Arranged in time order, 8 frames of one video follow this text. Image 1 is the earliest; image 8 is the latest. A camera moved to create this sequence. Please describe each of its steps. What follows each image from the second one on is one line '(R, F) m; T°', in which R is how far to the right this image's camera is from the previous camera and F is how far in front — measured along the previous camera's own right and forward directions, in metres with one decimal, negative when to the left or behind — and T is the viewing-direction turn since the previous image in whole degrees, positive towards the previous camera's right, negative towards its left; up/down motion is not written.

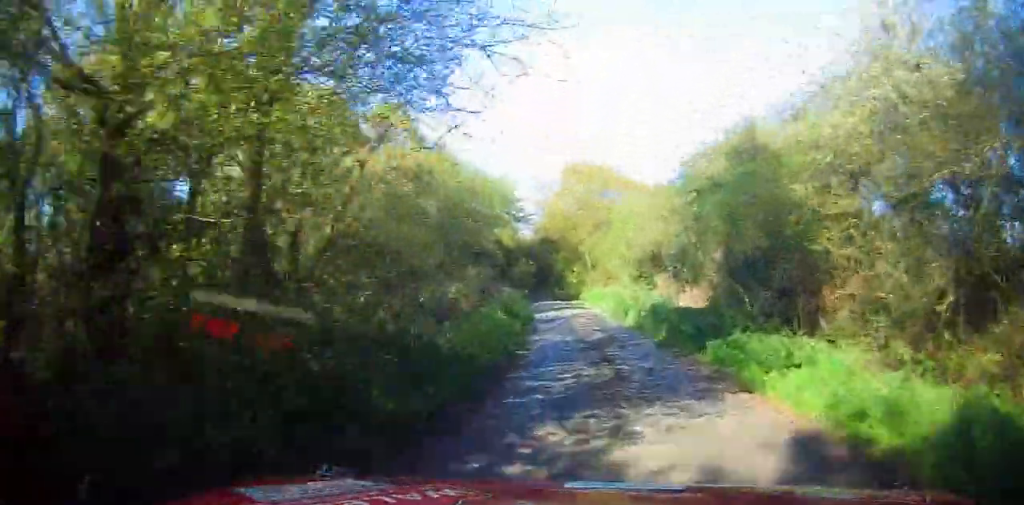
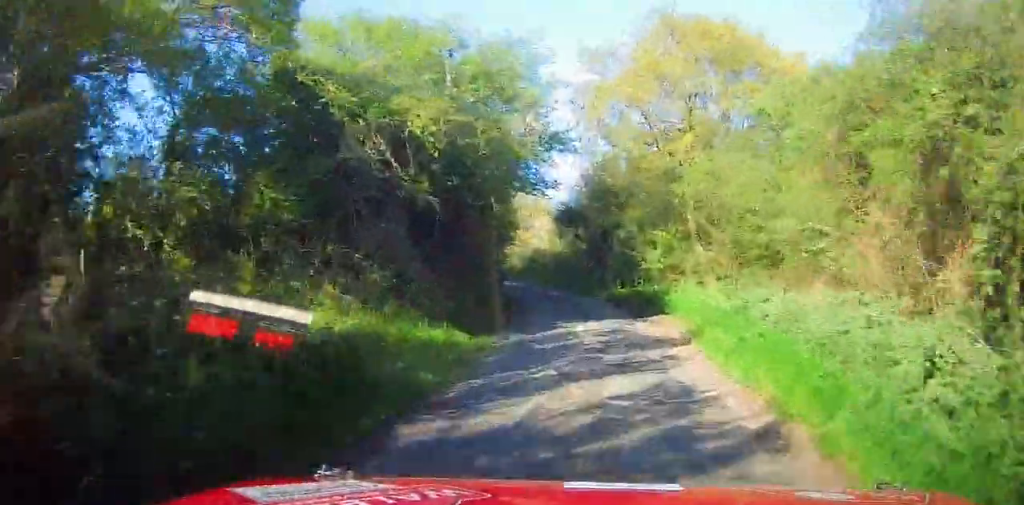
(-1.0, +24.0) m; -8°
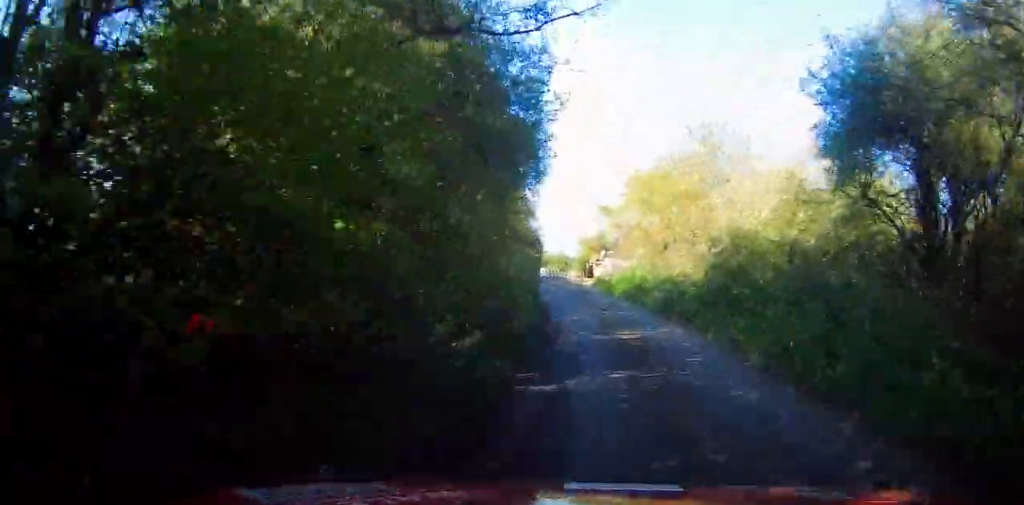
(-2.6, +24.4) m; -16°
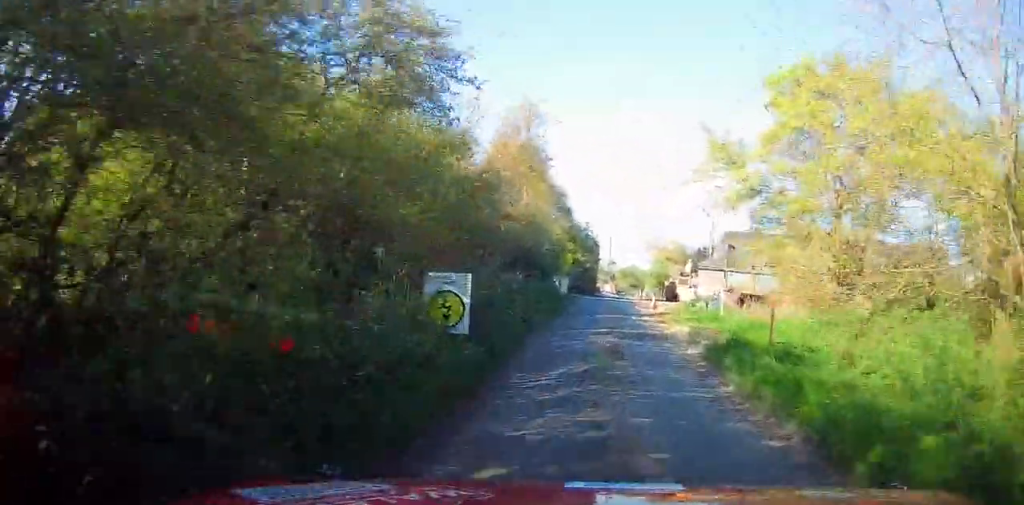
(-4.1, +22.7) m; -13°
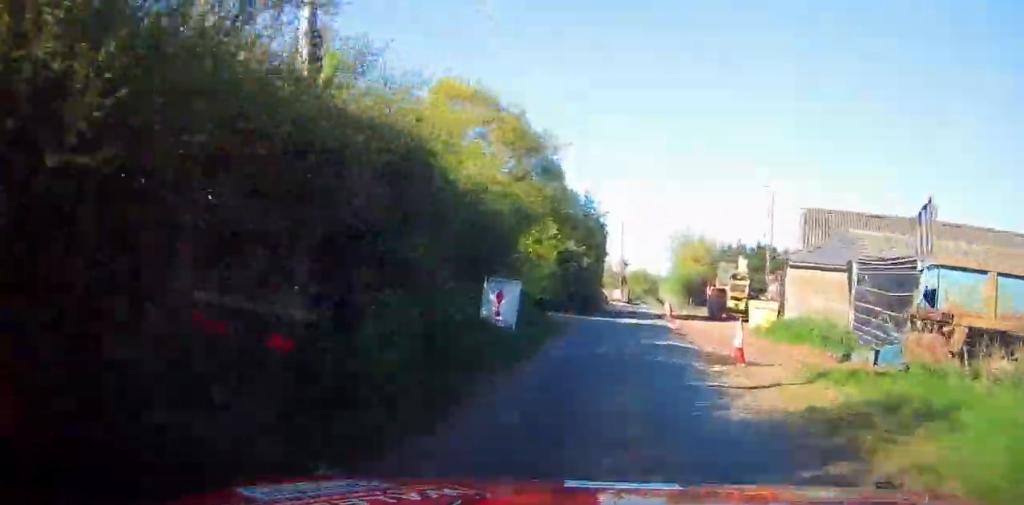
(+0.3, +16.5) m; -3°
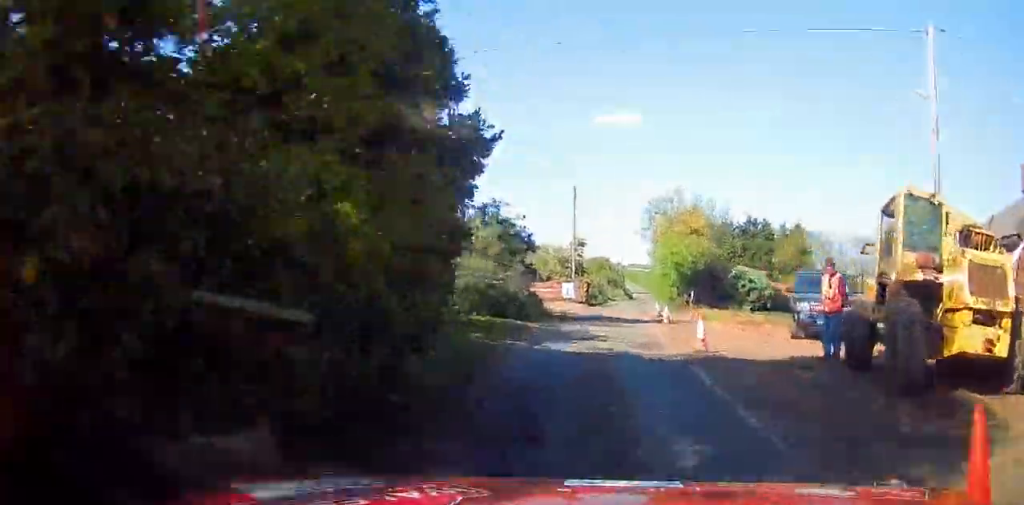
(-2.7, +22.2) m; +7°
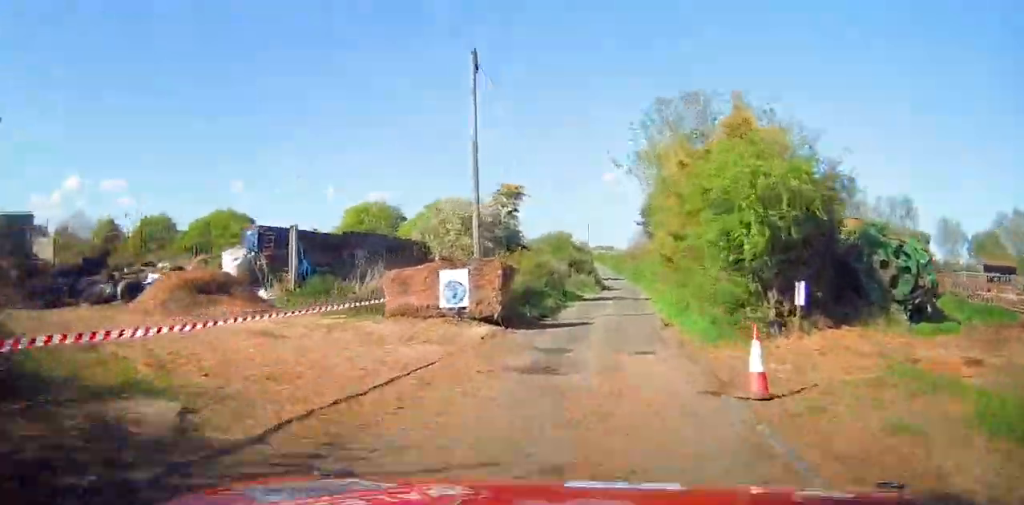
(+4.8, +21.1) m; +8°
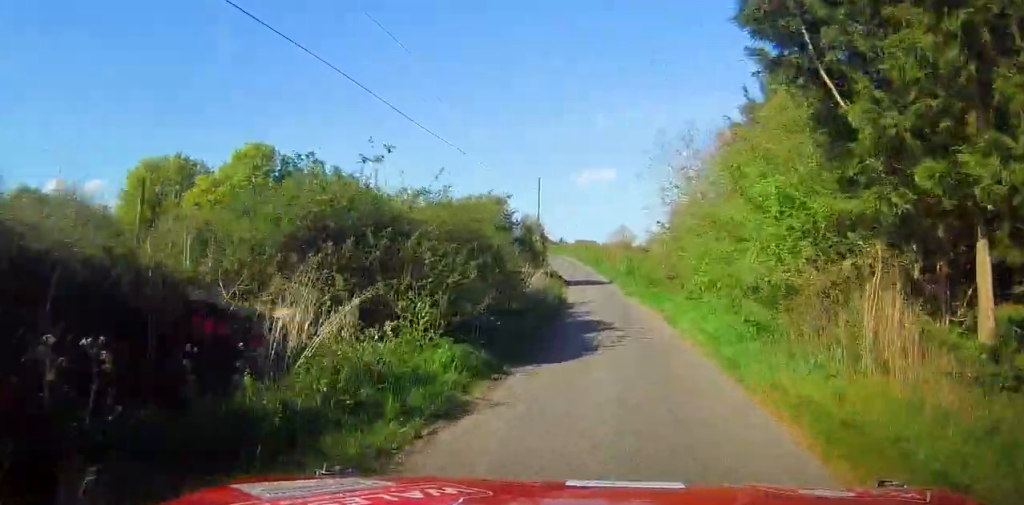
(+0.3, +35.0) m; +7°
